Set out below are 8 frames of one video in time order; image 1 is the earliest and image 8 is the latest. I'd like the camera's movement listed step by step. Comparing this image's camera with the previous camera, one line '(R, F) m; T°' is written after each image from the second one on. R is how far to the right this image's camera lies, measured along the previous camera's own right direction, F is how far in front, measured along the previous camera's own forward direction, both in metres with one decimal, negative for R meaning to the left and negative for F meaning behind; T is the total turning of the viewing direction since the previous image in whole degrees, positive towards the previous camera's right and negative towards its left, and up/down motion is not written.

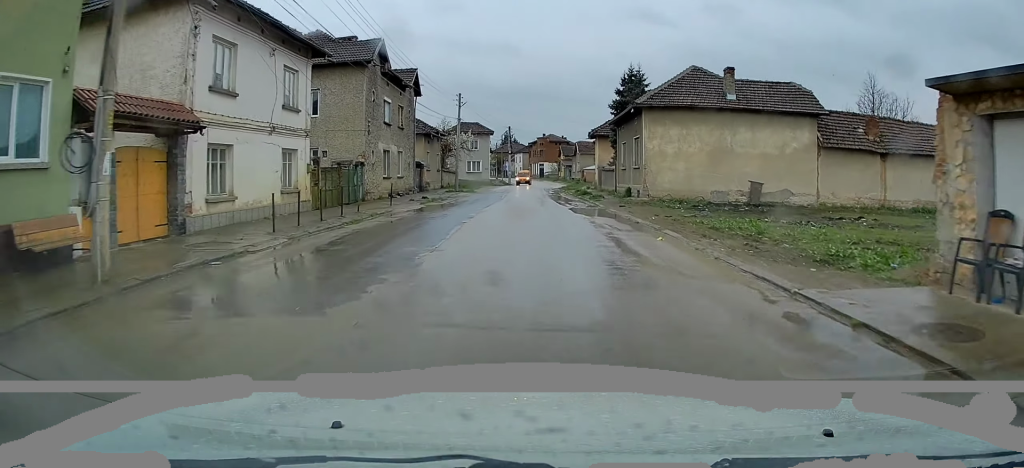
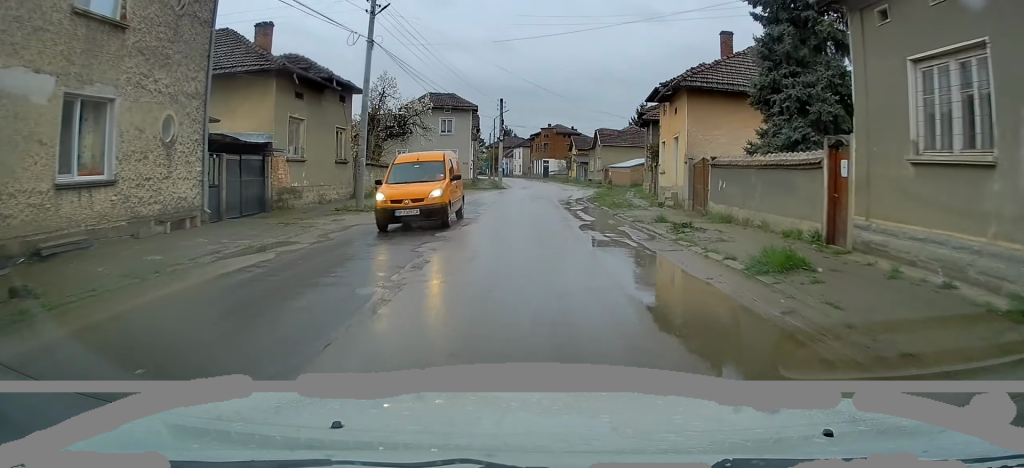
(+1.0, +30.3) m; +2°
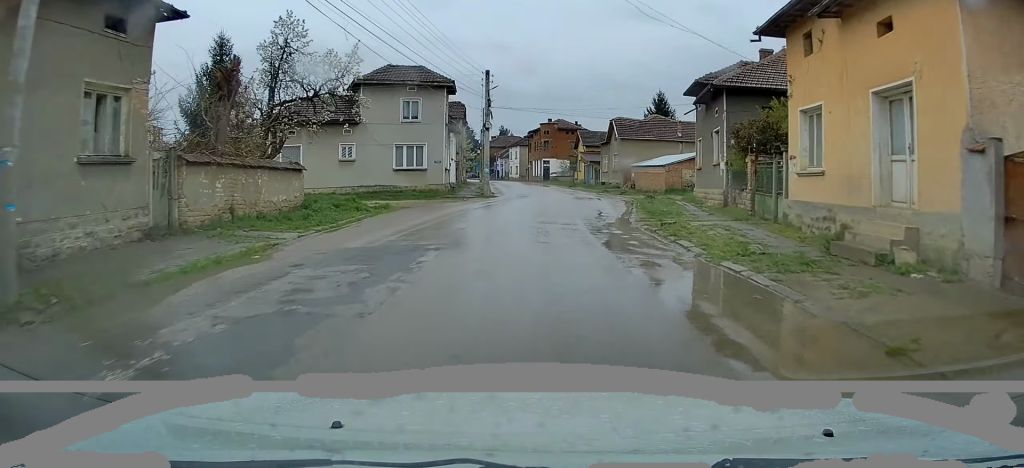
(-0.1, +16.4) m; +1°
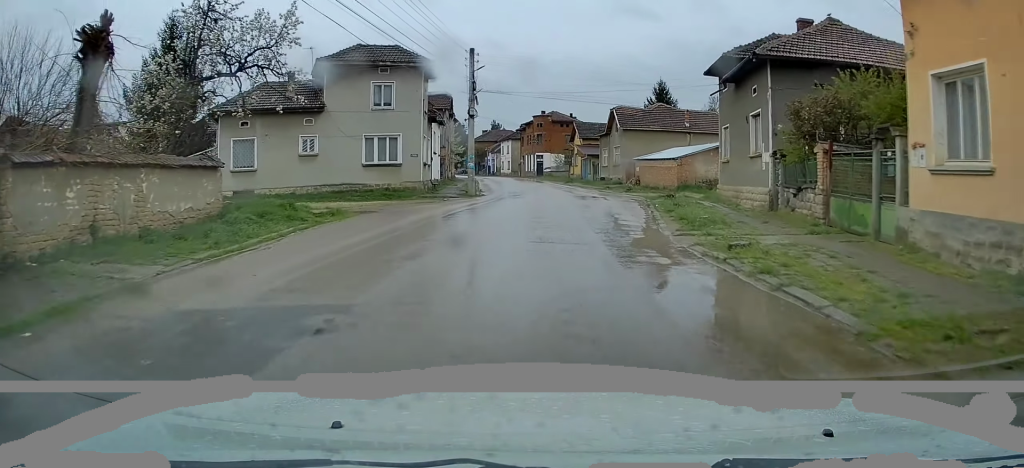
(0.0, +5.8) m; +1°
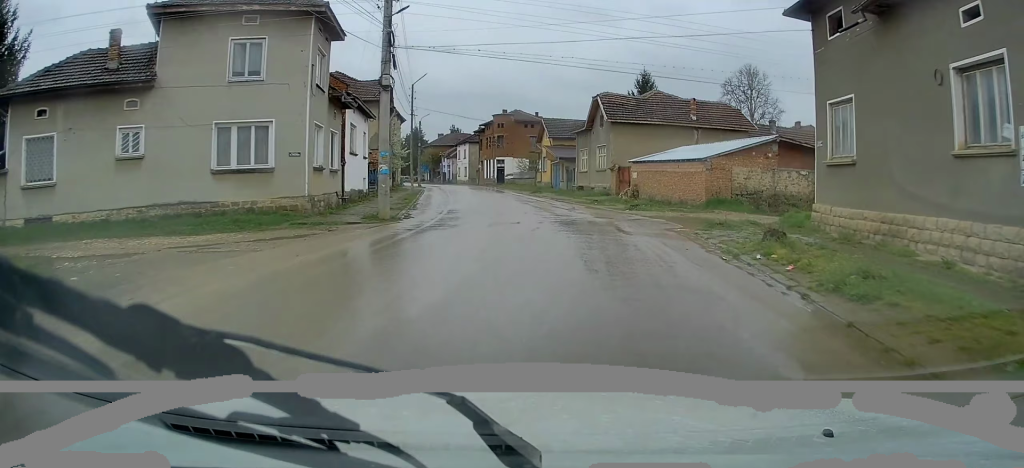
(+0.4, +13.5) m; +3°
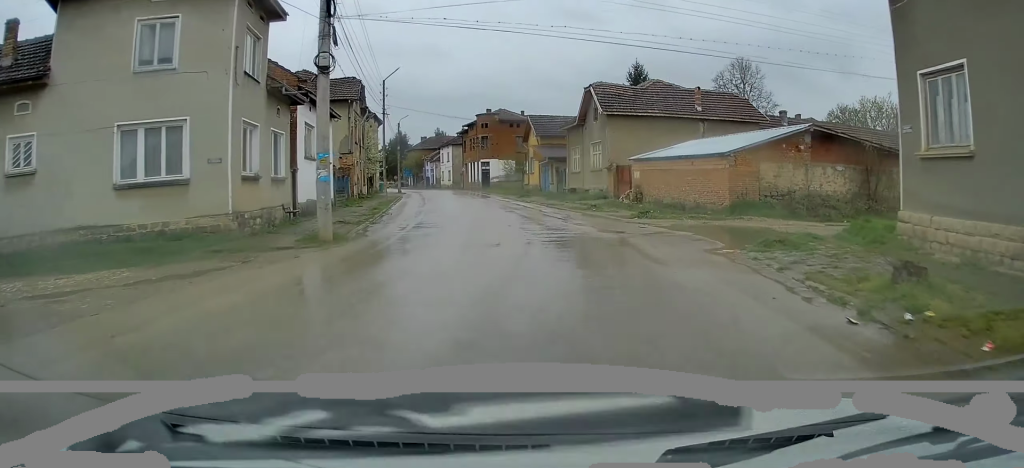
(+0.1, +4.8) m; 0°
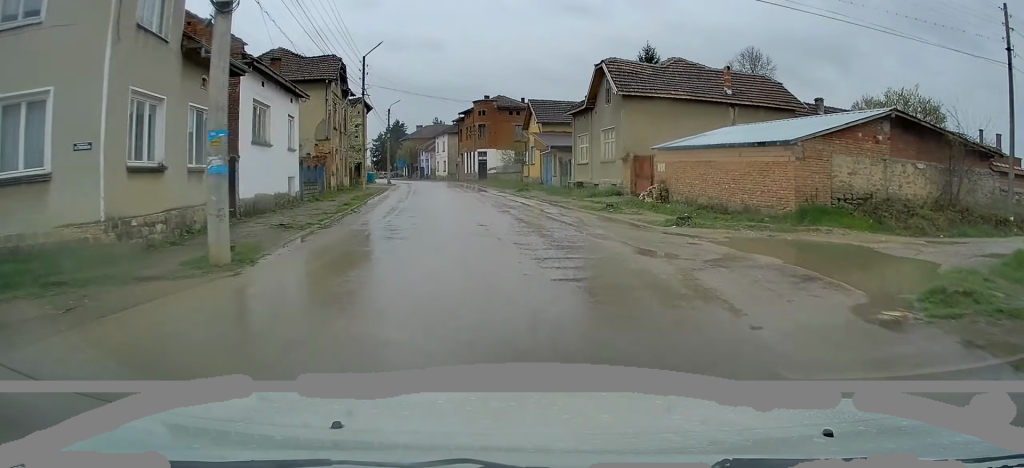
(+0.1, +5.6) m; 0°
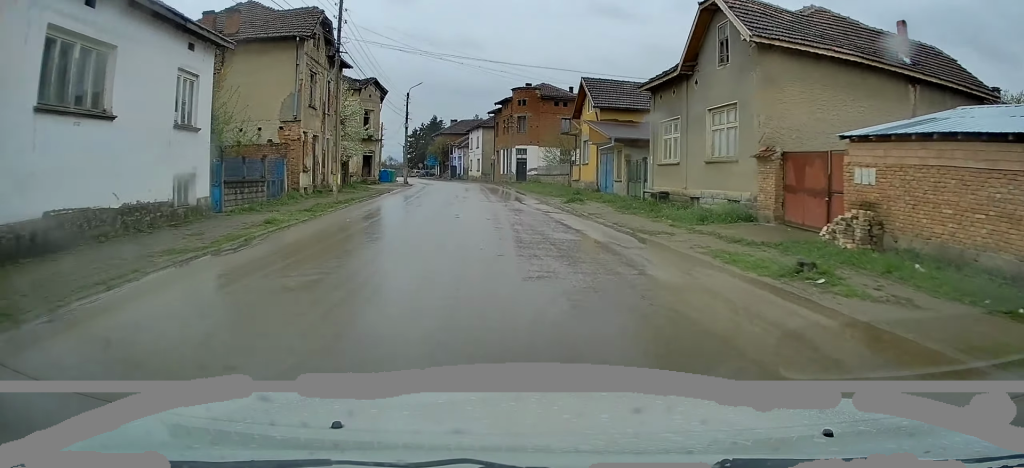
(-0.5, +13.1) m; -2°
